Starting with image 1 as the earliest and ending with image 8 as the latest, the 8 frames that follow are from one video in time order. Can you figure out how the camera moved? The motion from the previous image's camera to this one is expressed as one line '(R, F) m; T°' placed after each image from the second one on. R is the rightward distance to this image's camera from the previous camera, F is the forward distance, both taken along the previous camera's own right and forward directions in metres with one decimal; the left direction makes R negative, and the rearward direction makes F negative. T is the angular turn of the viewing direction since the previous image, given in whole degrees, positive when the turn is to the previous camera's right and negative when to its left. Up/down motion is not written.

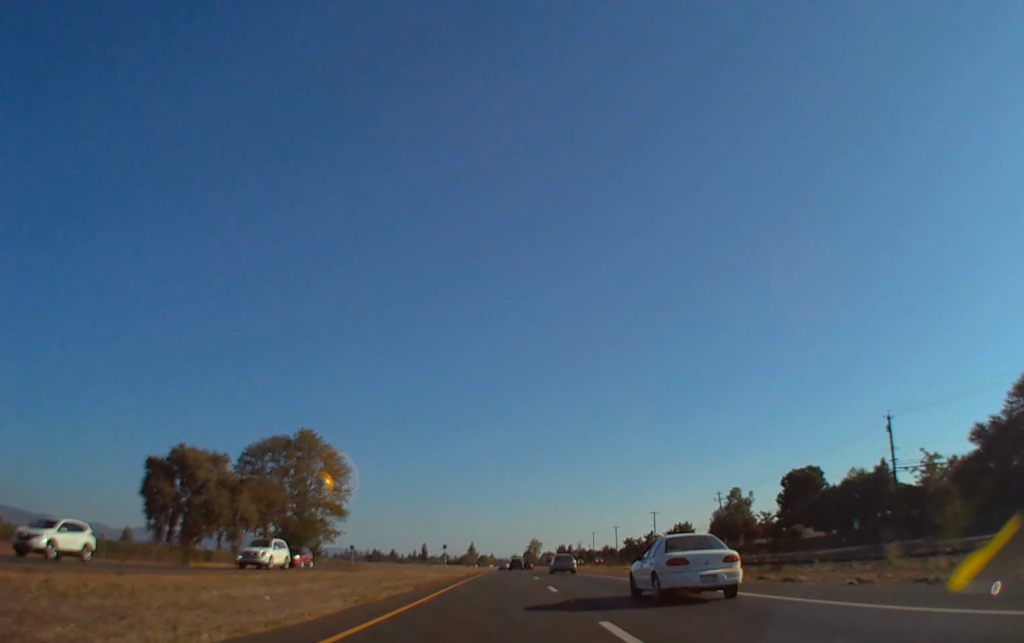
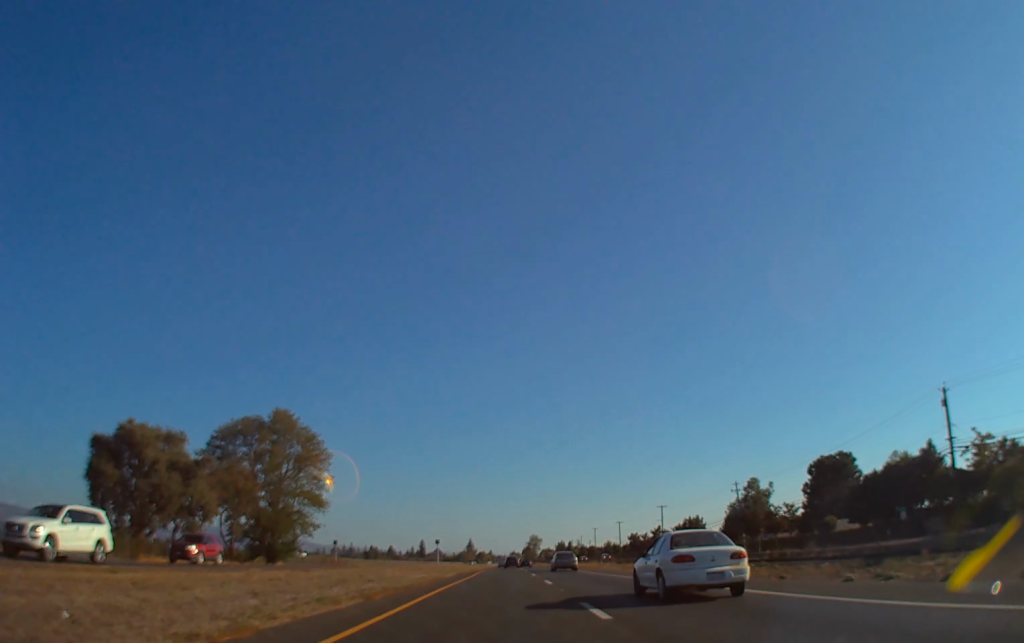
(-0.1, +10.6) m; 0°
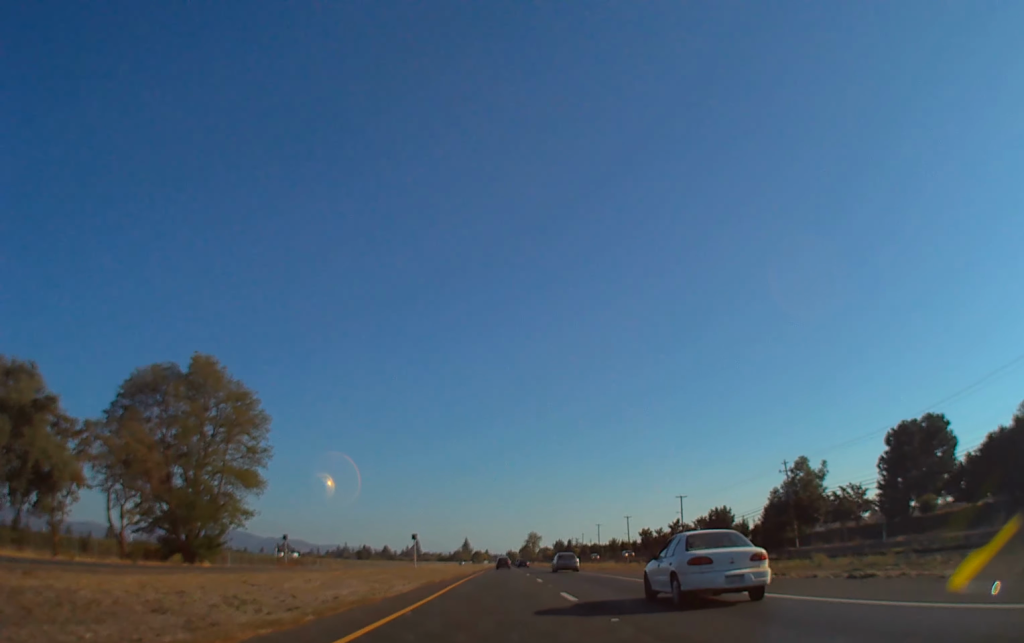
(+0.2, +23.1) m; 0°
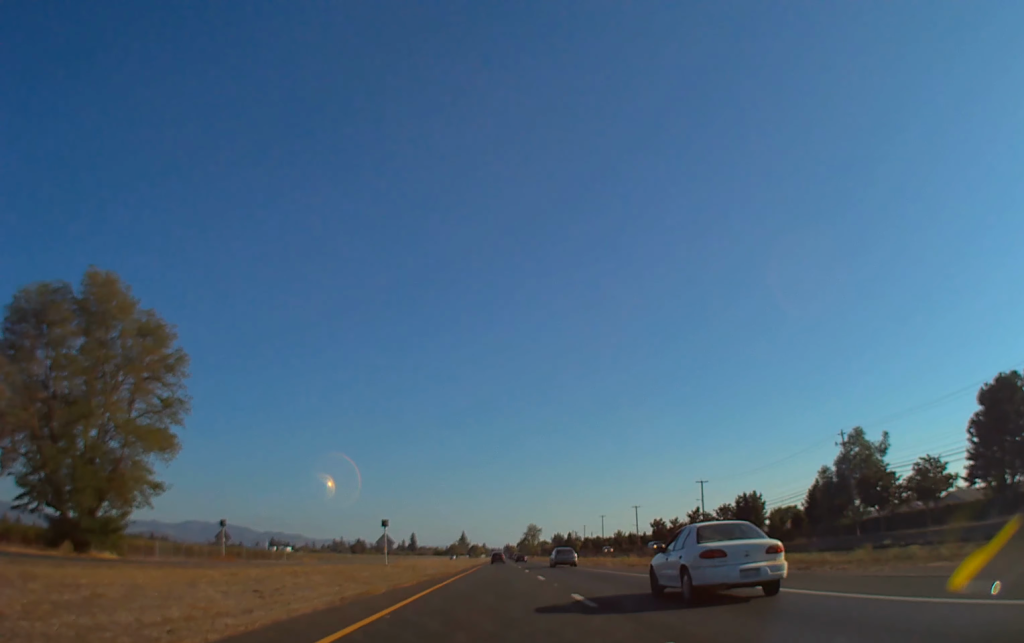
(0.0, +18.4) m; 0°
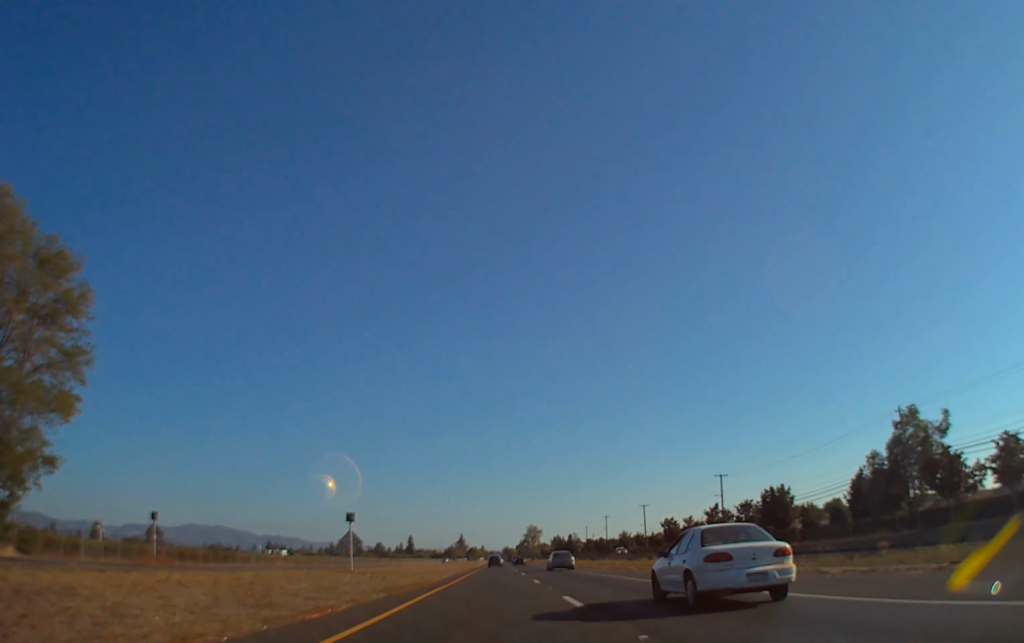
(-0.1, +13.3) m; +1°
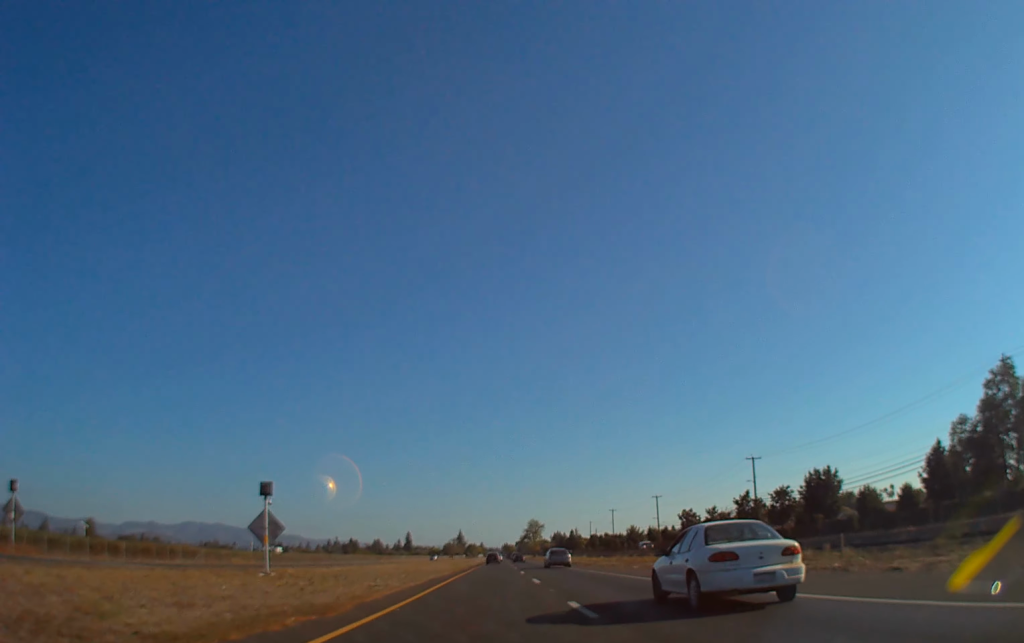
(+0.1, +17.1) m; +1°
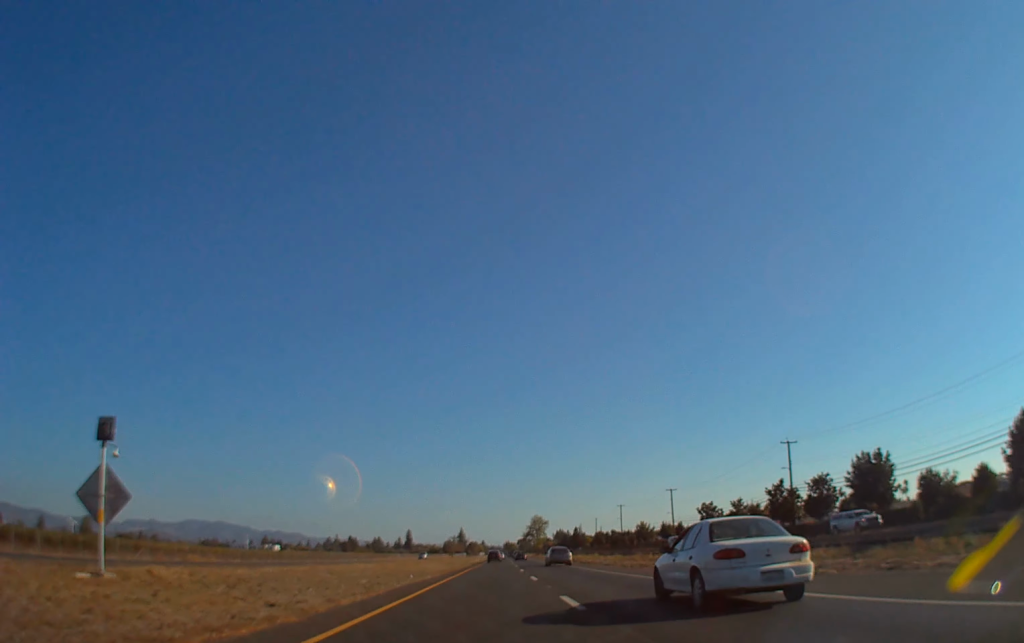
(+0.3, +13.5) m; 0°
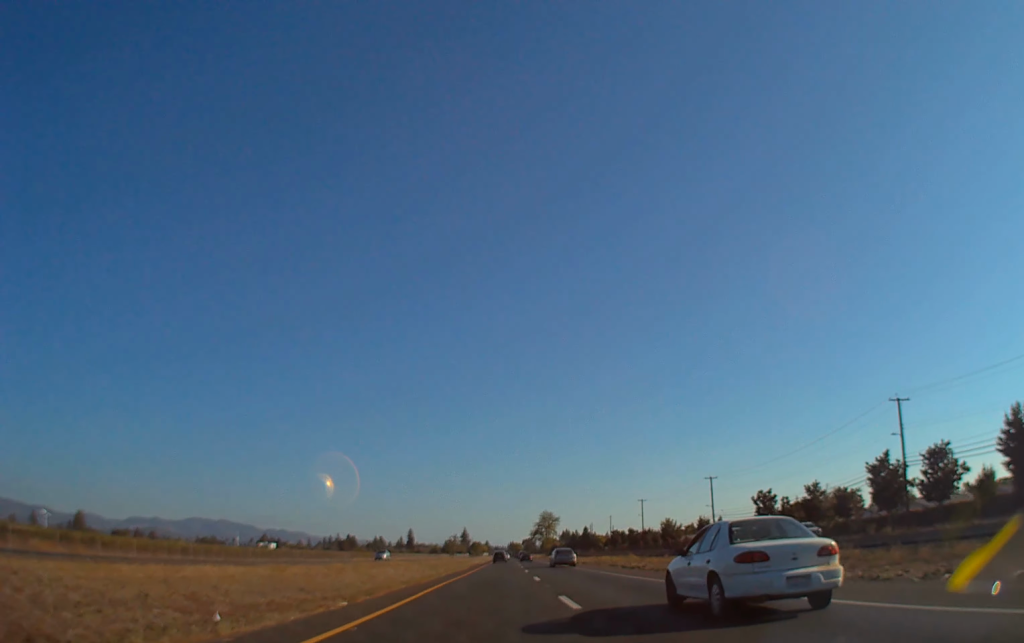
(-0.5, +28.1) m; -1°
